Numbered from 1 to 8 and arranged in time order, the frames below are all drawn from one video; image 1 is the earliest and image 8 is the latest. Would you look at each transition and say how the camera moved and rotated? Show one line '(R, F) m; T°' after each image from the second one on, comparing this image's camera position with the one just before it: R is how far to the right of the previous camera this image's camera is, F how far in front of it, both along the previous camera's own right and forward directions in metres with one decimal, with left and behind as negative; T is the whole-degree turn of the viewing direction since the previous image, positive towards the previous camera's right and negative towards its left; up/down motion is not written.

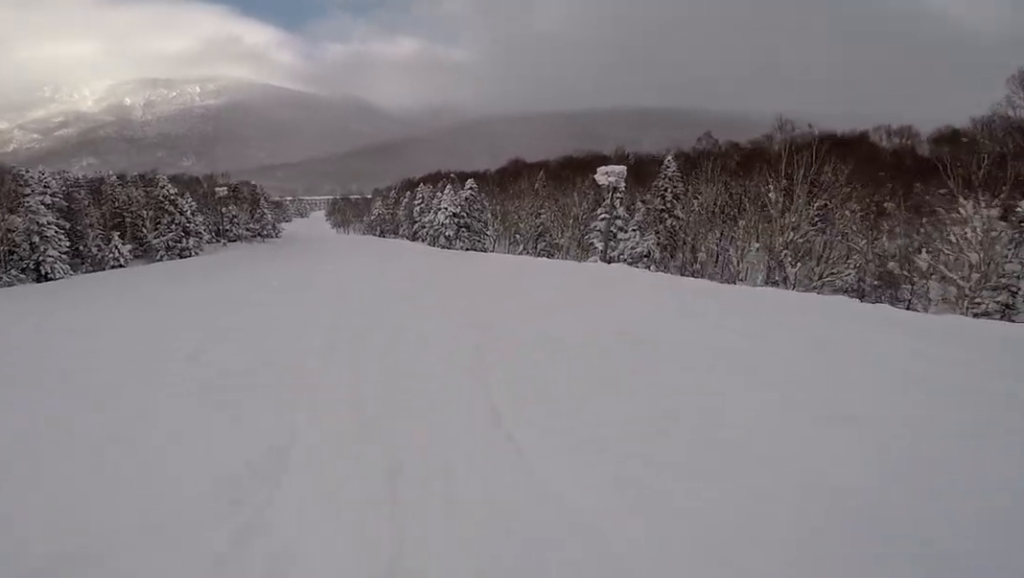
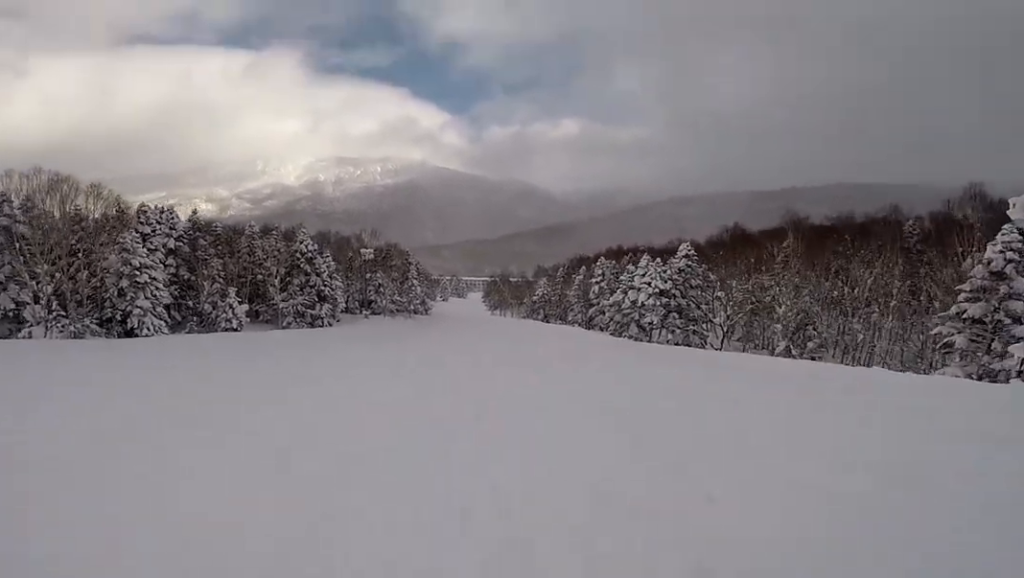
(-1.8, +16.3) m; -10°
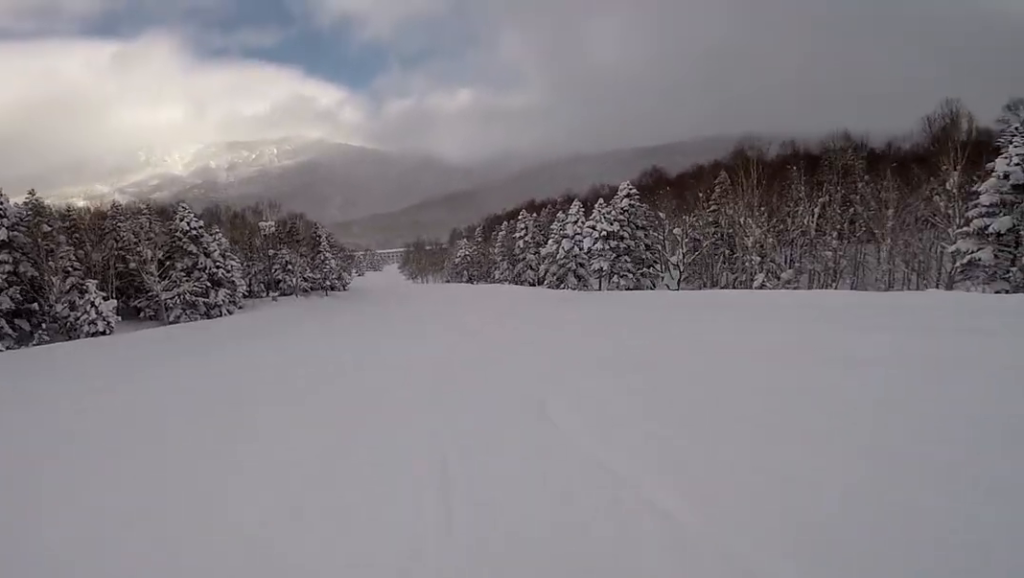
(+0.1, +8.0) m; +1°
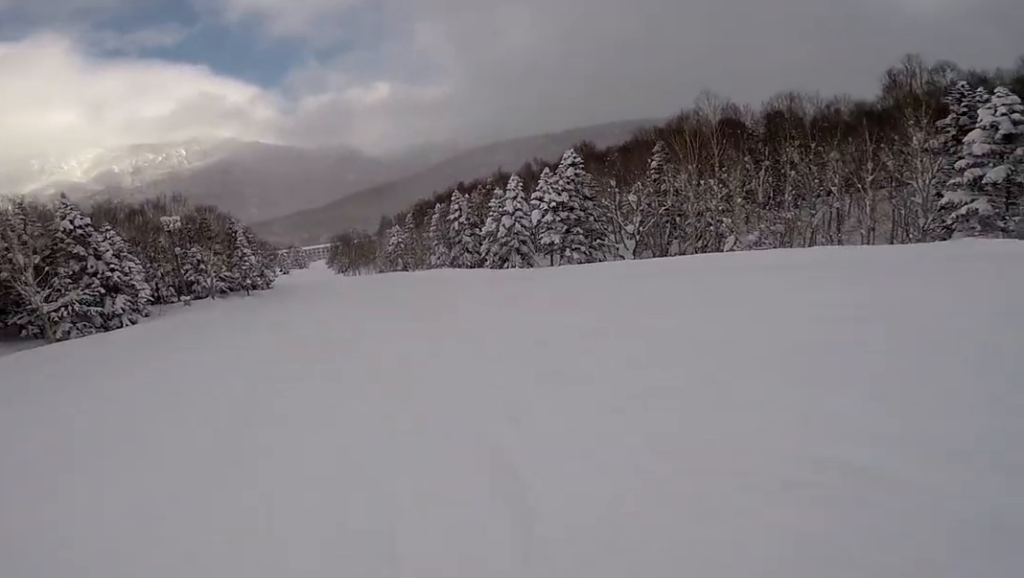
(+0.1, +5.2) m; +2°
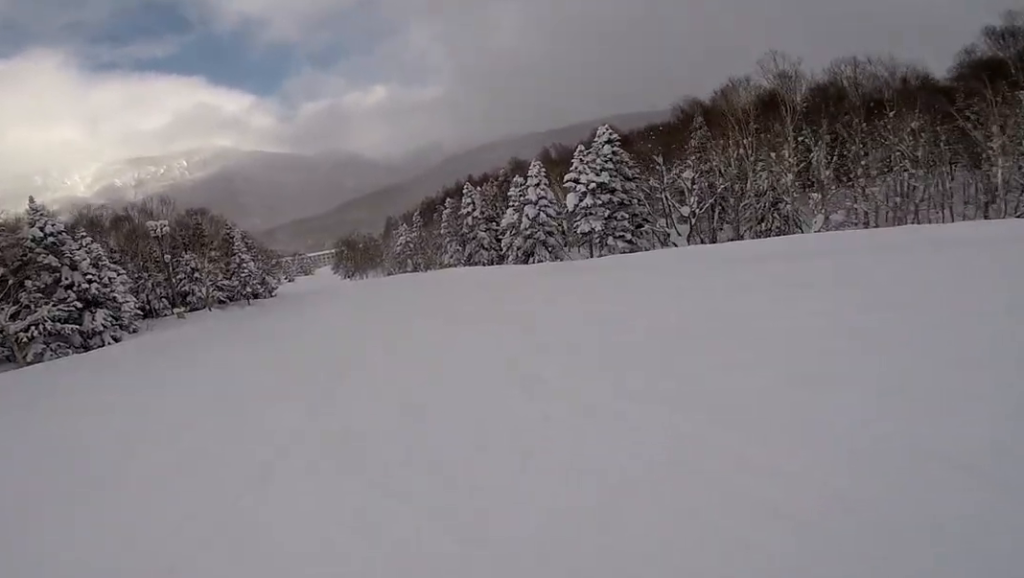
(0.0, +5.6) m; 0°
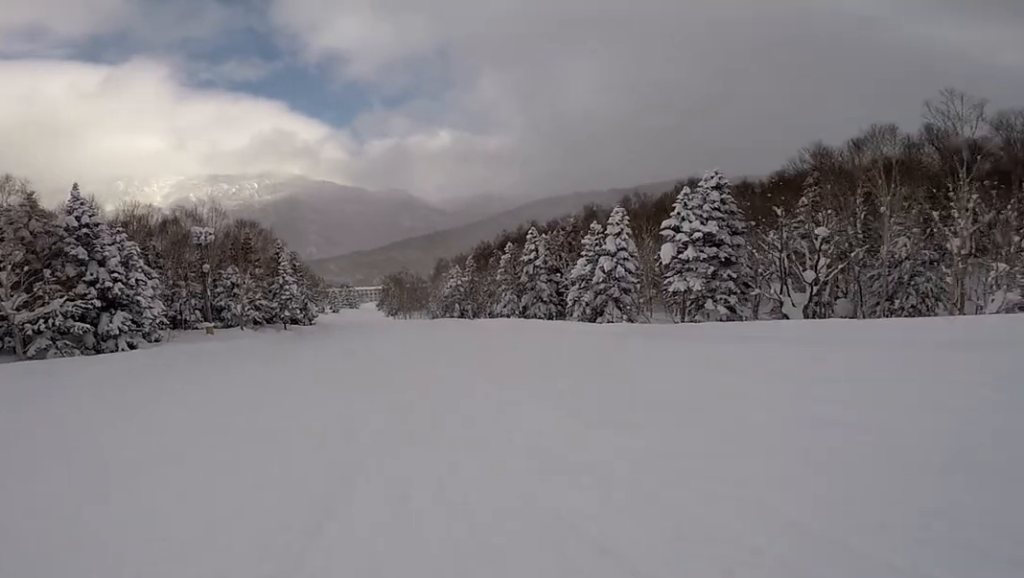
(0.0, +4.8) m; 0°
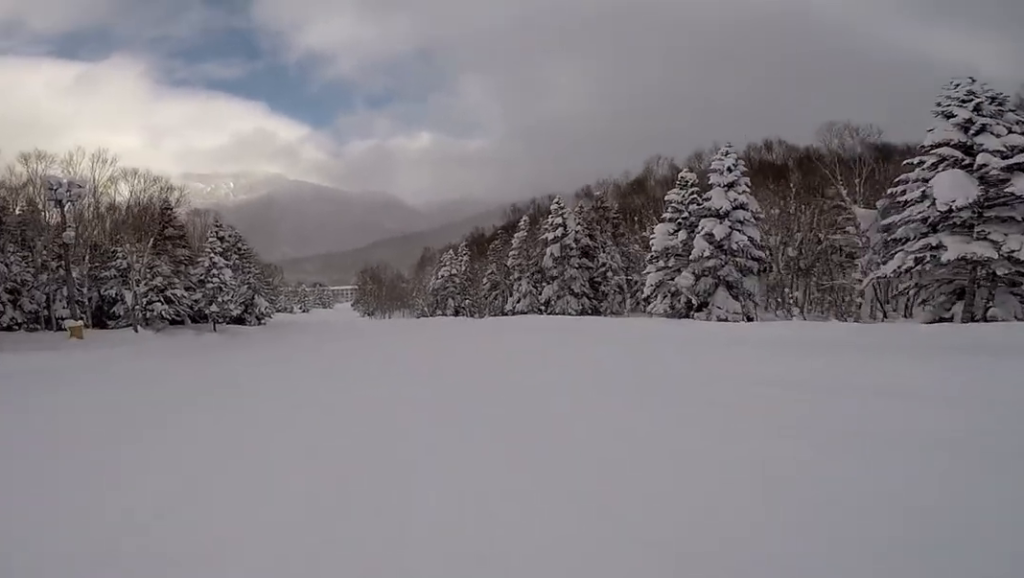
(0.0, +16.9) m; +2°
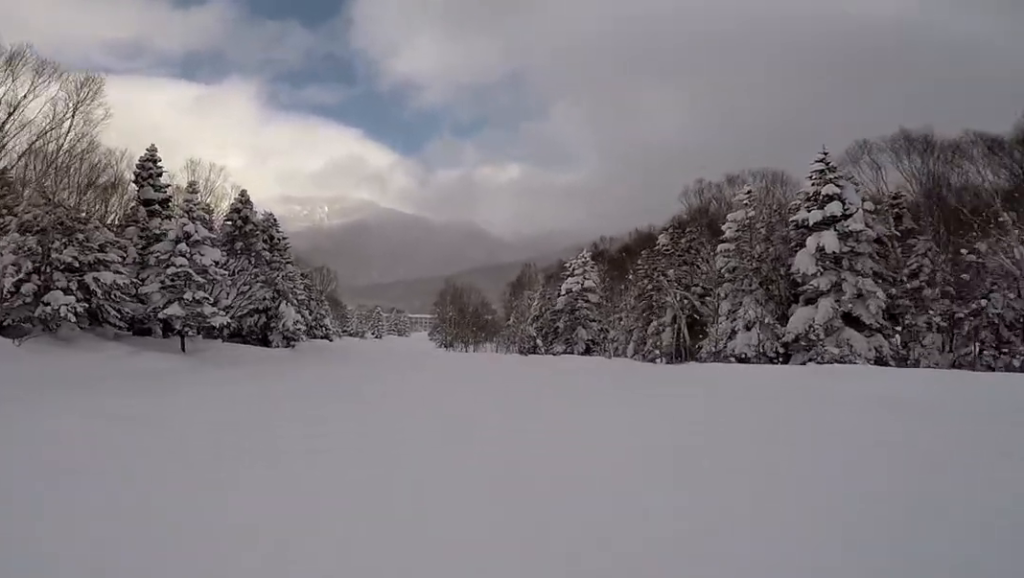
(+0.7, +20.5) m; -2°
